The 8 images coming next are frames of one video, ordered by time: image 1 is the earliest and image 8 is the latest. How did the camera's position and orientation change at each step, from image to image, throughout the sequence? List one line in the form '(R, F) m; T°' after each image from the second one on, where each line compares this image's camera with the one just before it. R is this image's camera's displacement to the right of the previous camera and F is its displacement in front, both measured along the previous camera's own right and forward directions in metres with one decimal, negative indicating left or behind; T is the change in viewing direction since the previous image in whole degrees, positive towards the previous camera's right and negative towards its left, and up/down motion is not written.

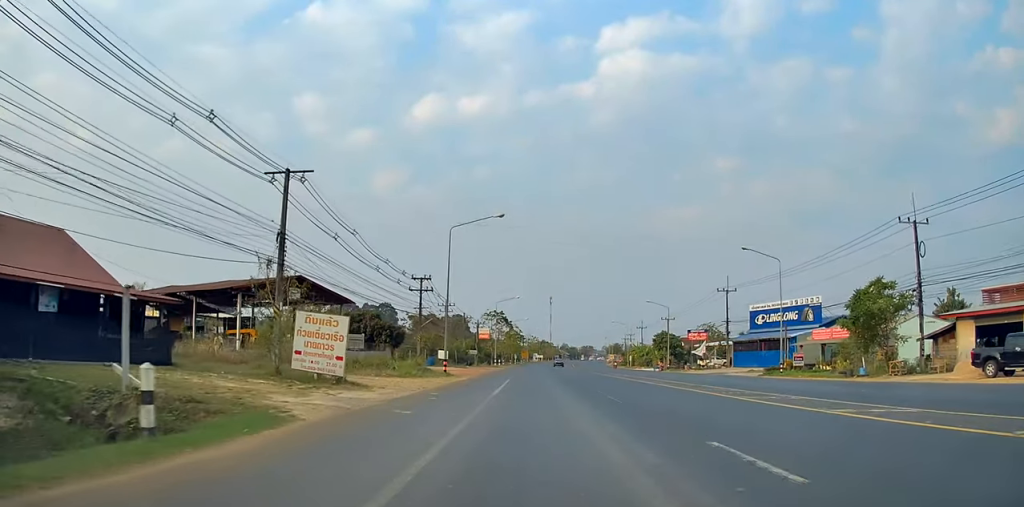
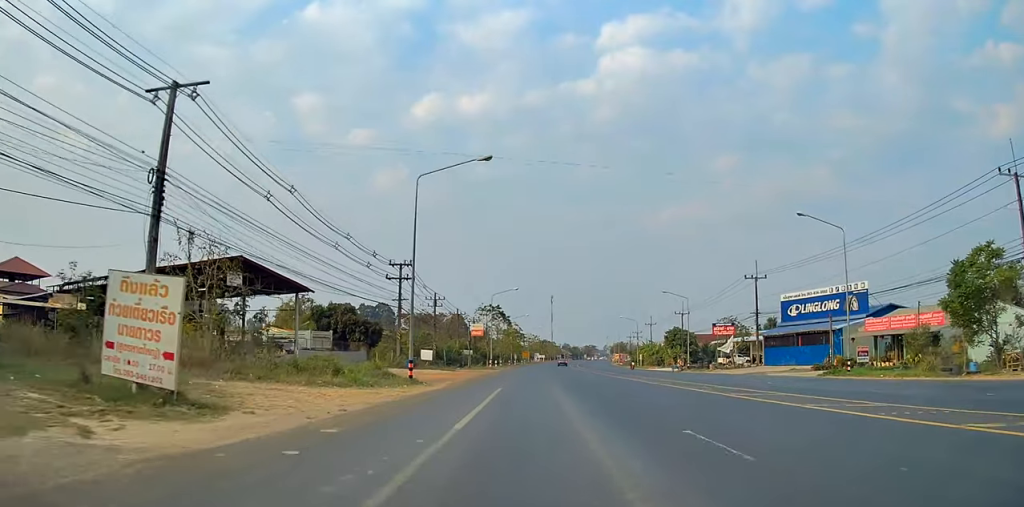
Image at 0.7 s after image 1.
(-0.1, +10.6) m; -1°
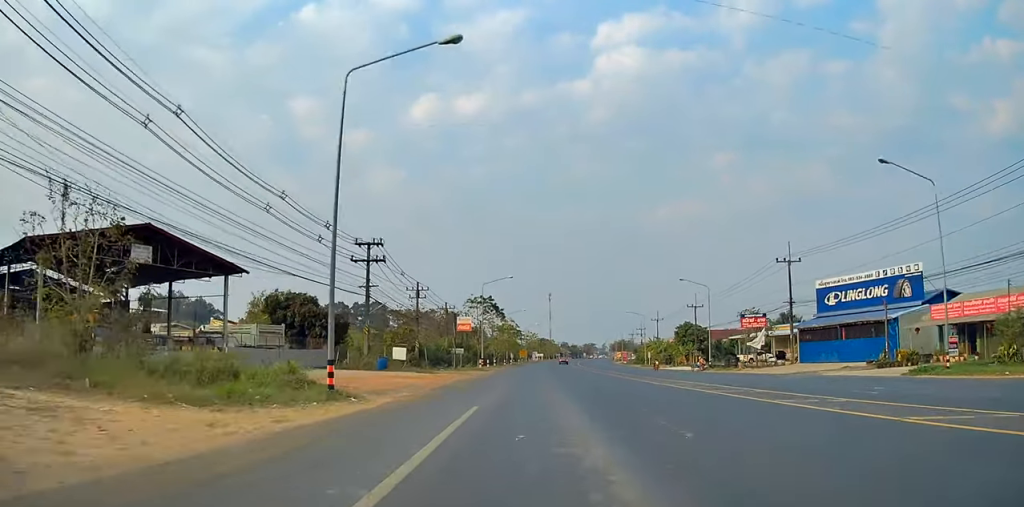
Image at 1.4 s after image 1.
(-0.2, +10.0) m; -1°
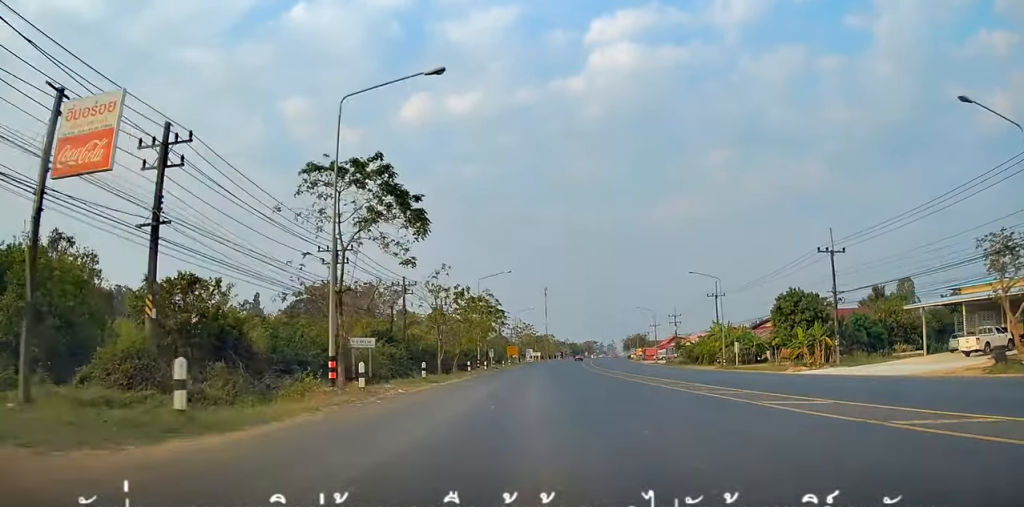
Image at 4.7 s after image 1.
(+0.4, +48.7) m; +2°
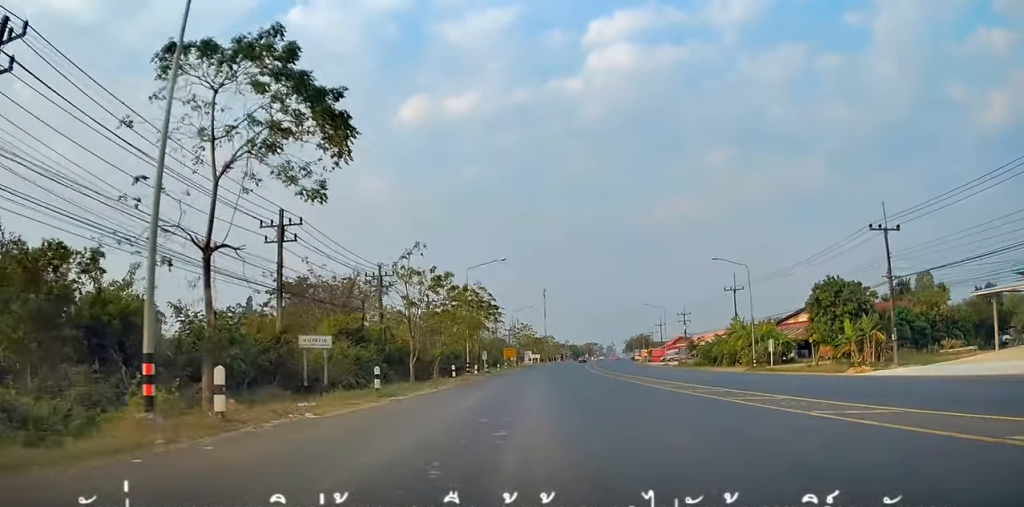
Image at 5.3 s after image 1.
(0.0, +9.1) m; 0°
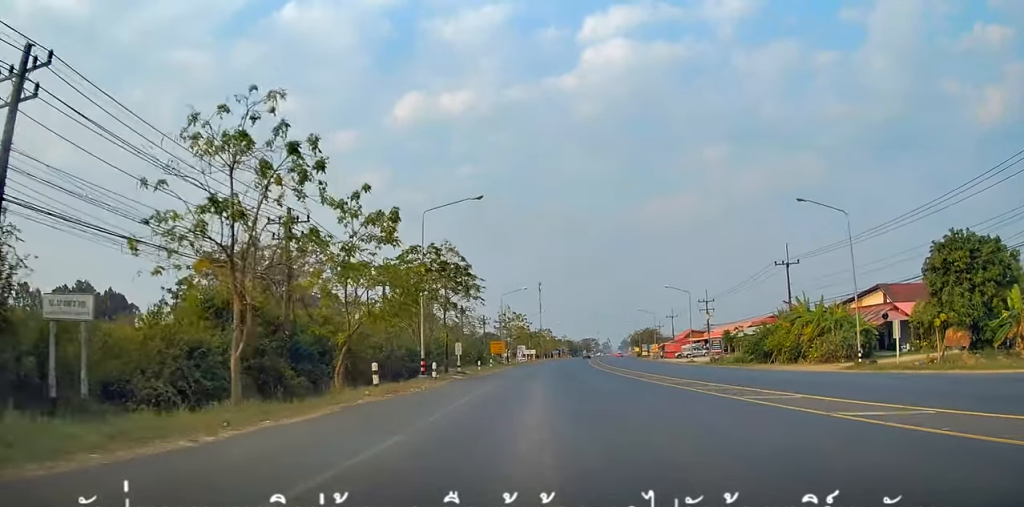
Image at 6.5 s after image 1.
(-0.2, +19.6) m; -1°
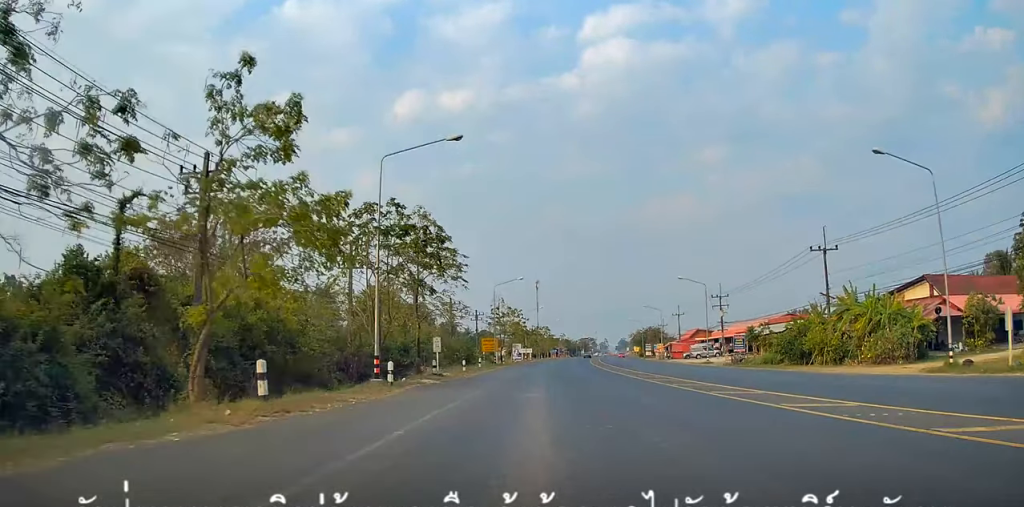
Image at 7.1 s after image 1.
(-0.3, +9.1) m; +1°
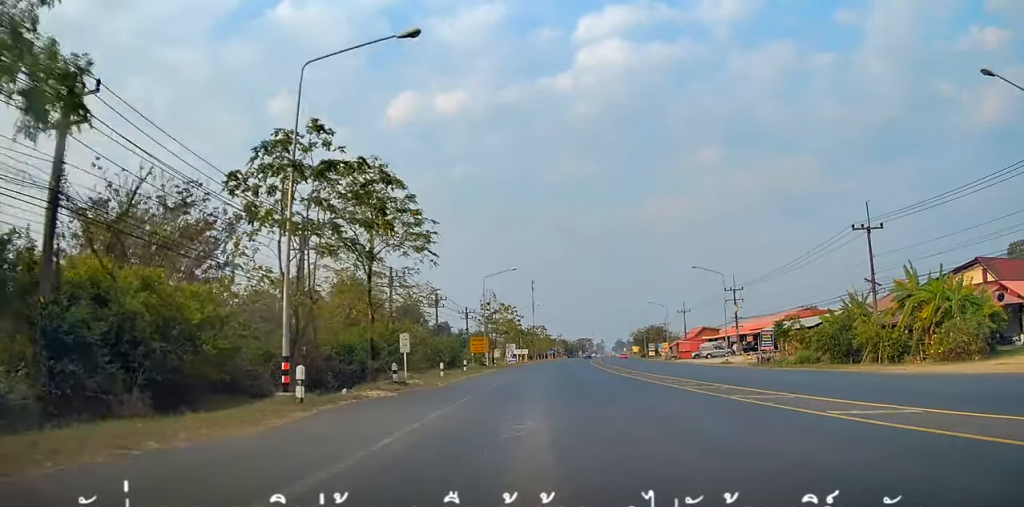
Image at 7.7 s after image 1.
(+0.2, +8.4) m; +1°
